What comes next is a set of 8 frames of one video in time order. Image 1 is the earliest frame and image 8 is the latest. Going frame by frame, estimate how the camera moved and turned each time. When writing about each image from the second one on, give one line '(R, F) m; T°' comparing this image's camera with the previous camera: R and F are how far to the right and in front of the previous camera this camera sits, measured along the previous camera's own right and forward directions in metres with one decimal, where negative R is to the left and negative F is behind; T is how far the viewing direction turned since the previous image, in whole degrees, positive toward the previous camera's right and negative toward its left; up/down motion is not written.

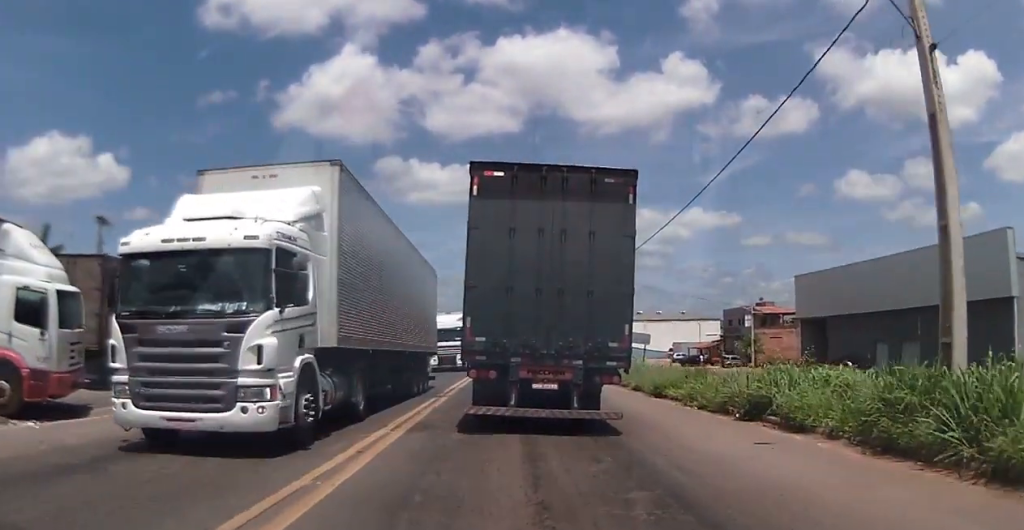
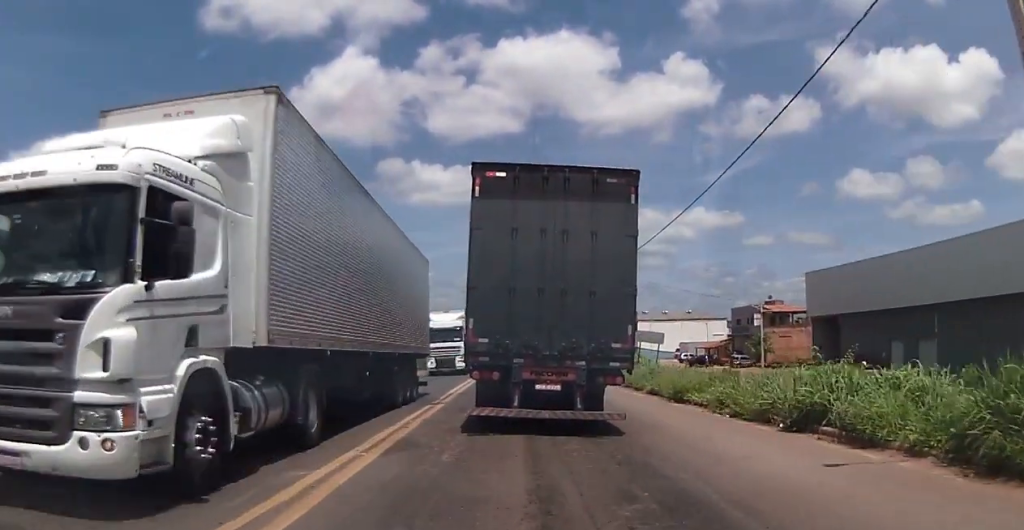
(+0.1, +2.2) m; 0°
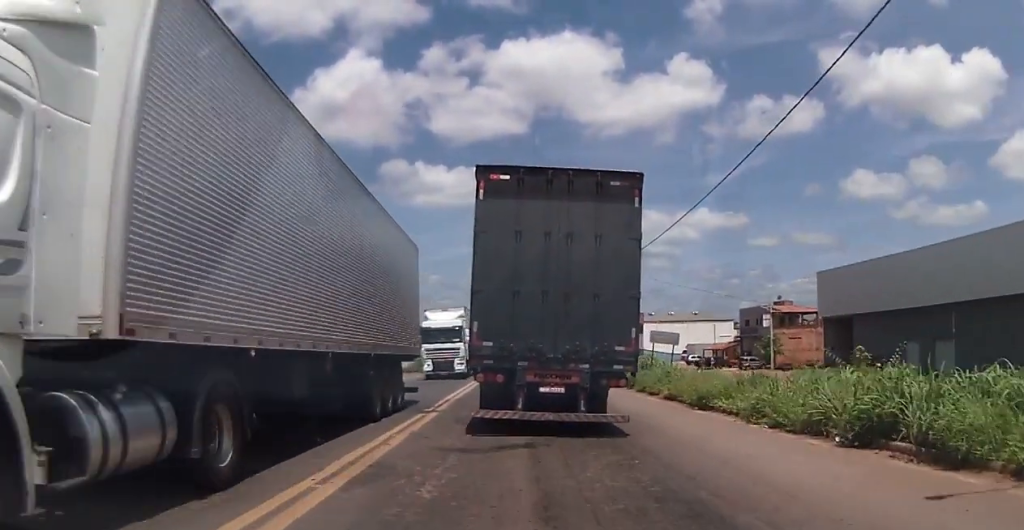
(0.0, +2.1) m; 0°
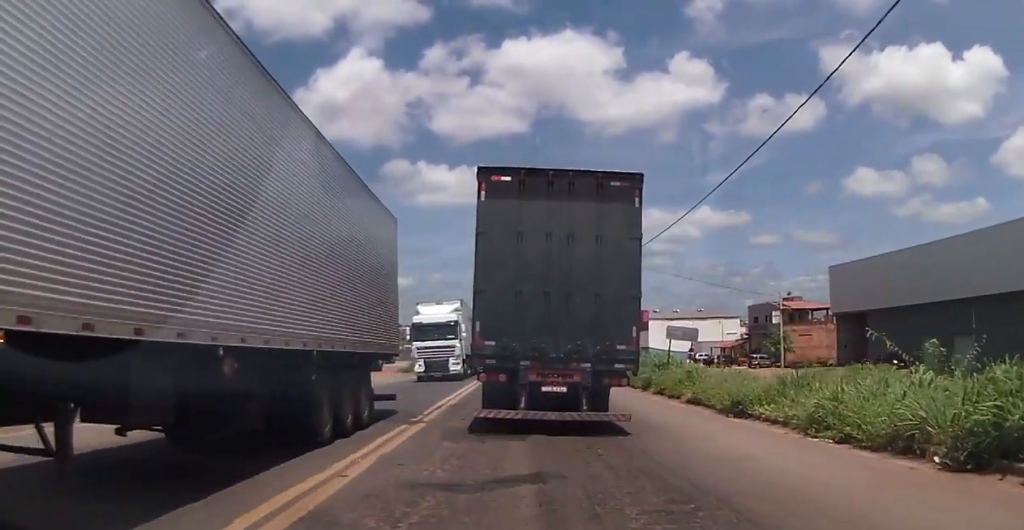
(-0.1, +2.7) m; -1°
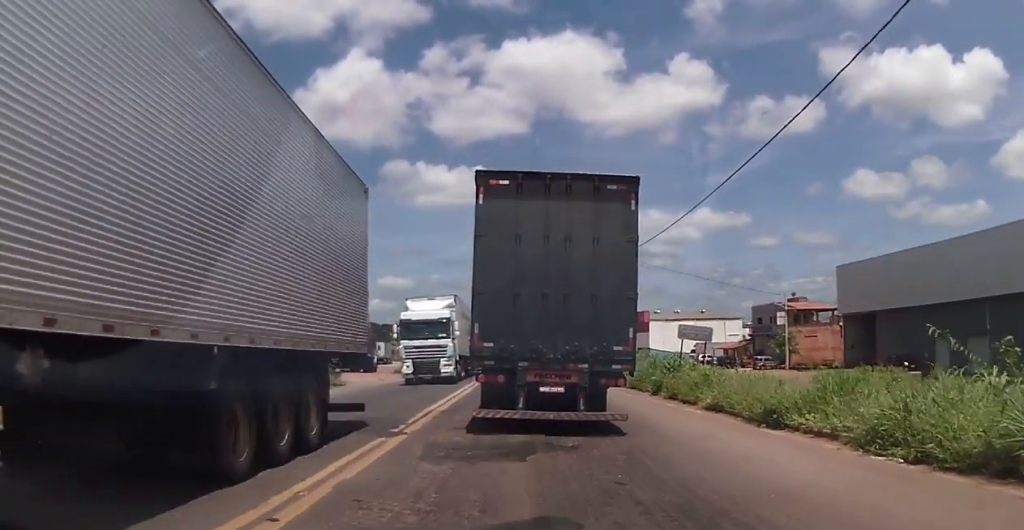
(0.0, +2.2) m; 0°
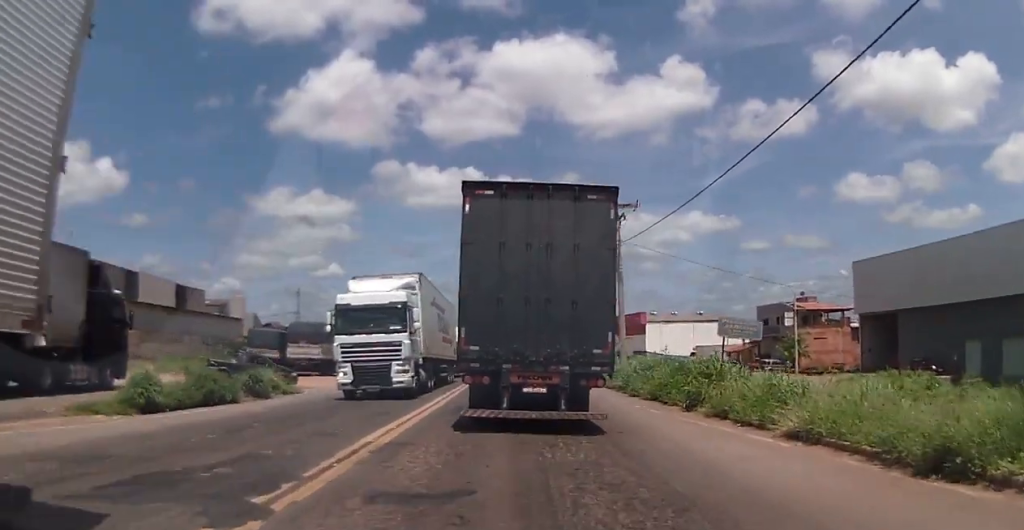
(+0.2, +5.9) m; +1°
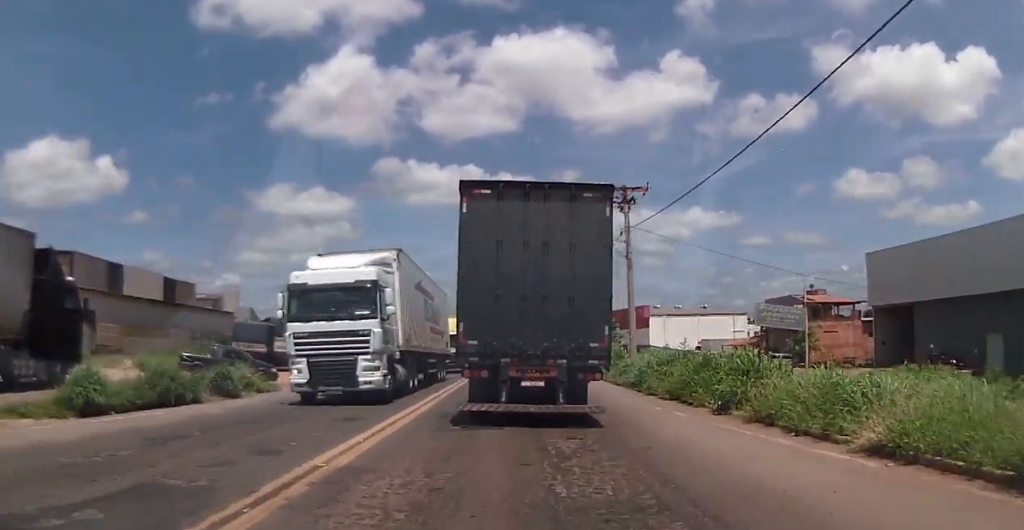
(-0.1, +2.8) m; -1°
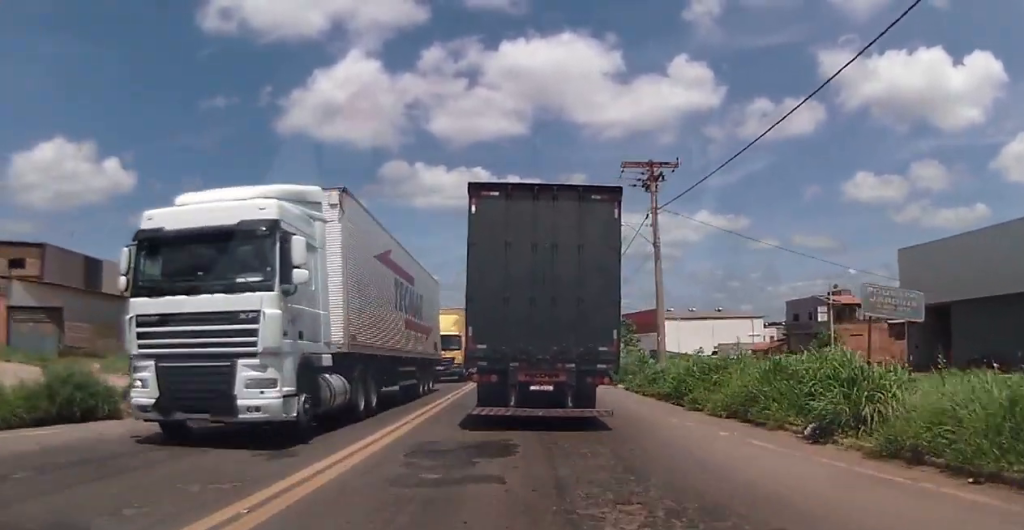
(-0.1, +4.5) m; -1°
